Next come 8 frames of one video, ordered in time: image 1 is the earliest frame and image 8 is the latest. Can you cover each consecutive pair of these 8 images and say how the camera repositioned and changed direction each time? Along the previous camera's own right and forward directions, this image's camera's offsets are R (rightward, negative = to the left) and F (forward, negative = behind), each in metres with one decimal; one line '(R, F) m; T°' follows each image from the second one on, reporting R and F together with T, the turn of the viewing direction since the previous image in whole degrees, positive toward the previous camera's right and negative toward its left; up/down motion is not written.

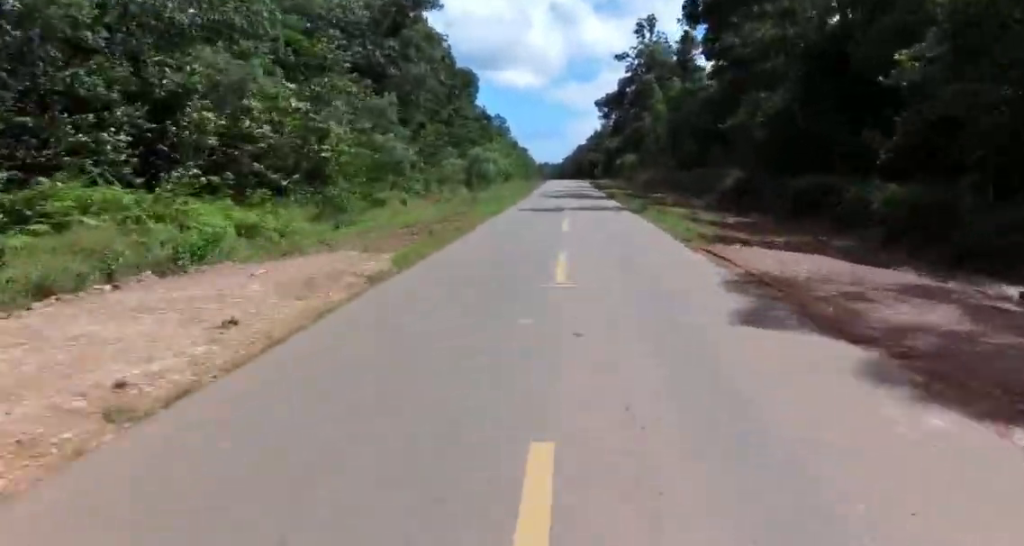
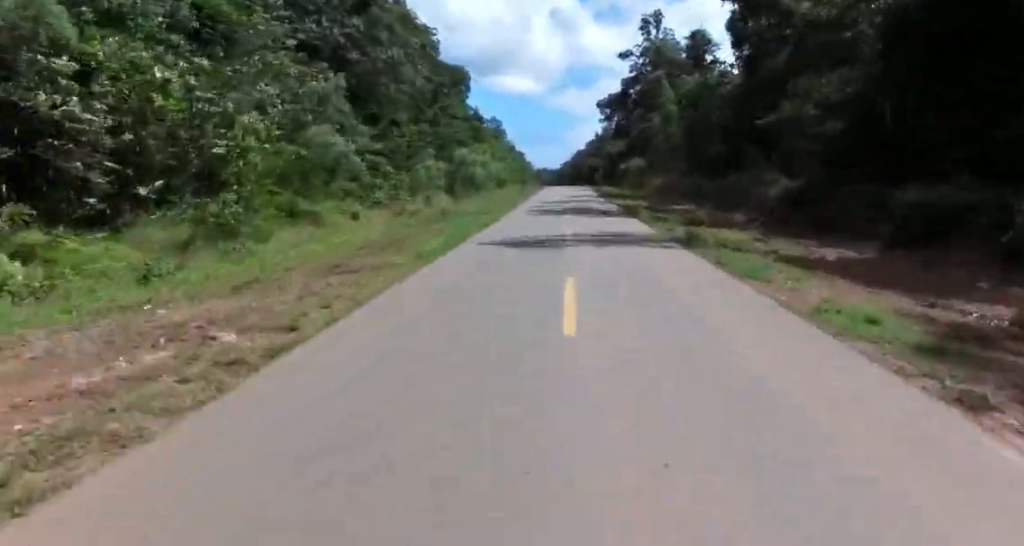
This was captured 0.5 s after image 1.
(+0.1, +10.0) m; 0°
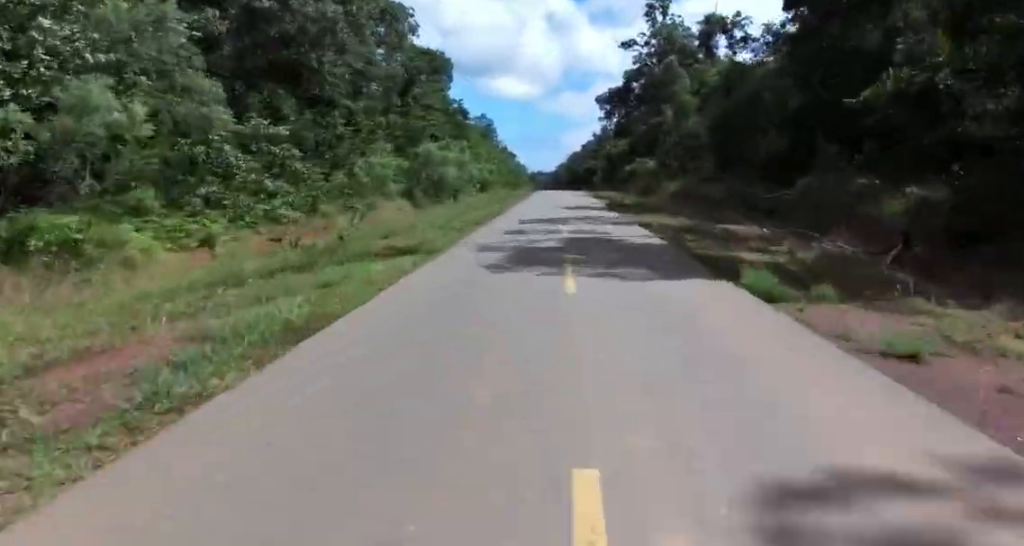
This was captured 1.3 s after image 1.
(0.0, +14.4) m; 0°
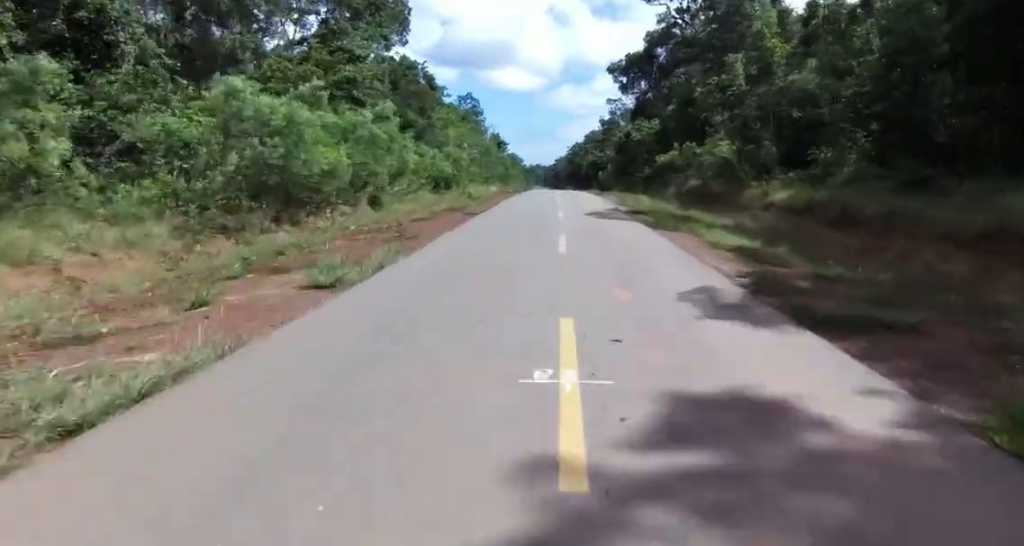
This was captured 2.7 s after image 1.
(-0.1, +28.6) m; -2°
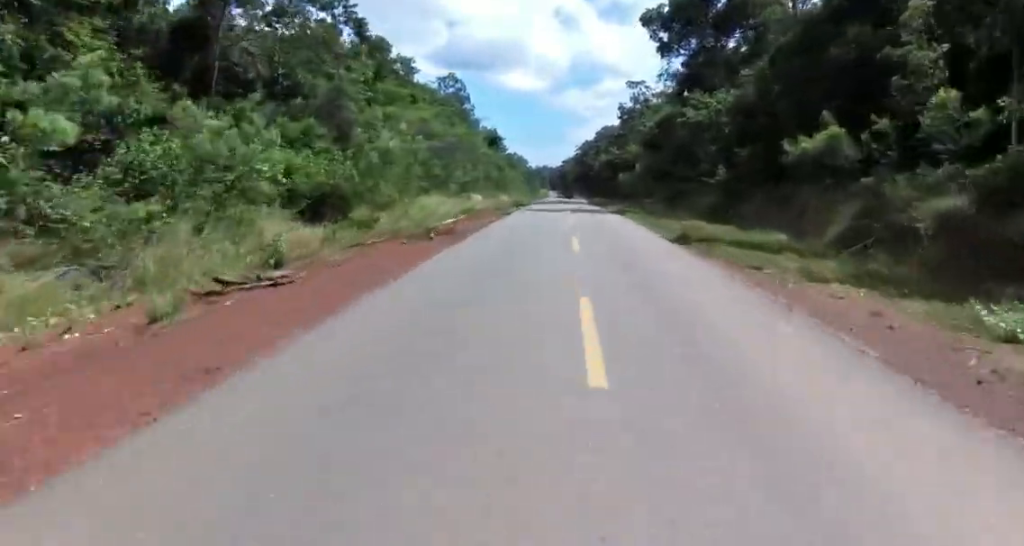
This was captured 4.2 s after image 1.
(-1.2, +31.7) m; -1°
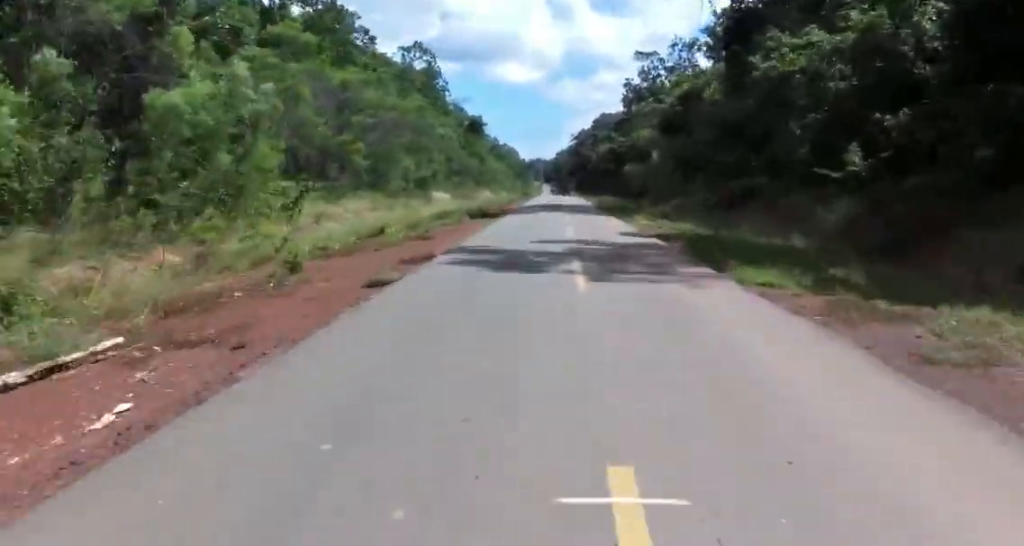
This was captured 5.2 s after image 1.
(+0.4, +21.2) m; +3°
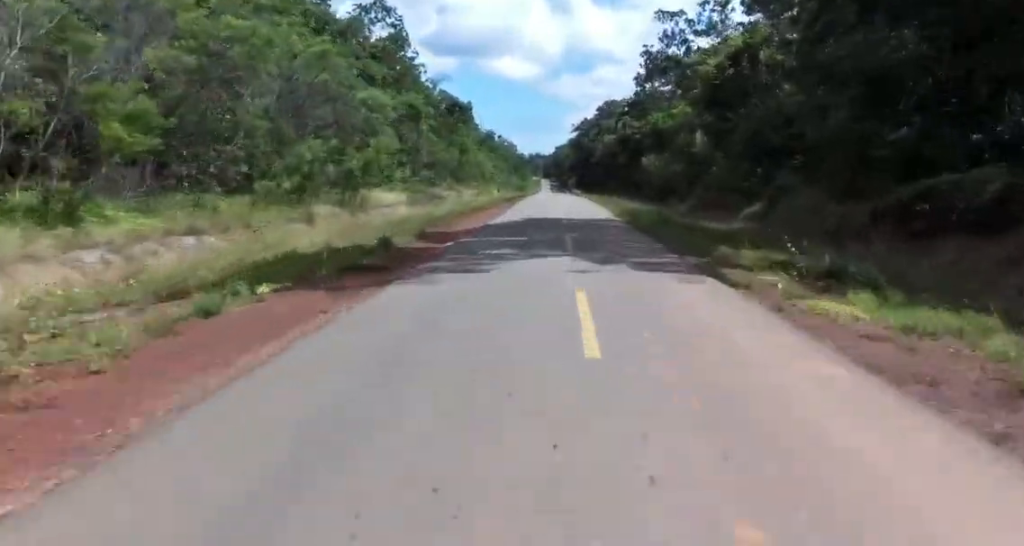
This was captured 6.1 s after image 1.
(+0.5, +20.2) m; +1°
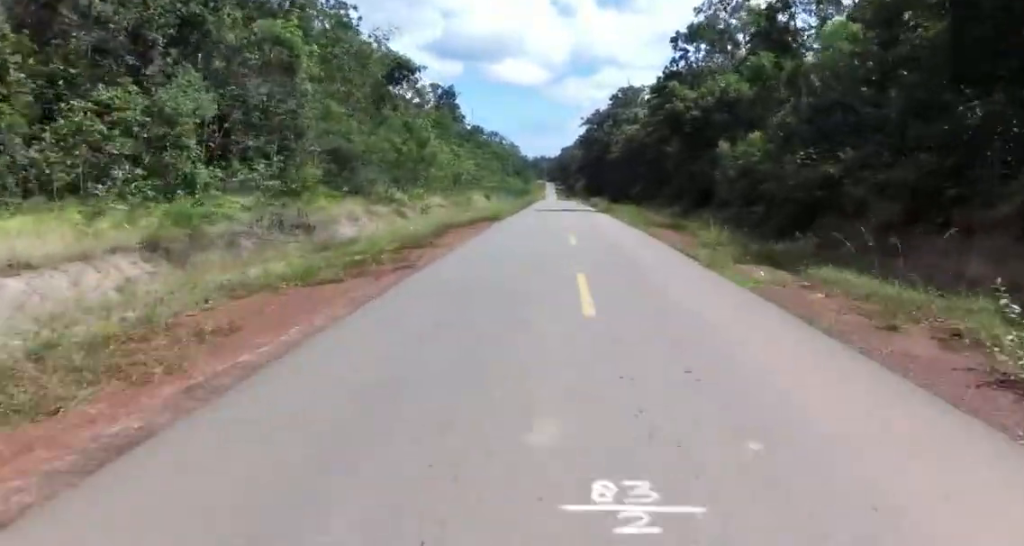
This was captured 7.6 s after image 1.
(-1.0, +31.8) m; -1°
